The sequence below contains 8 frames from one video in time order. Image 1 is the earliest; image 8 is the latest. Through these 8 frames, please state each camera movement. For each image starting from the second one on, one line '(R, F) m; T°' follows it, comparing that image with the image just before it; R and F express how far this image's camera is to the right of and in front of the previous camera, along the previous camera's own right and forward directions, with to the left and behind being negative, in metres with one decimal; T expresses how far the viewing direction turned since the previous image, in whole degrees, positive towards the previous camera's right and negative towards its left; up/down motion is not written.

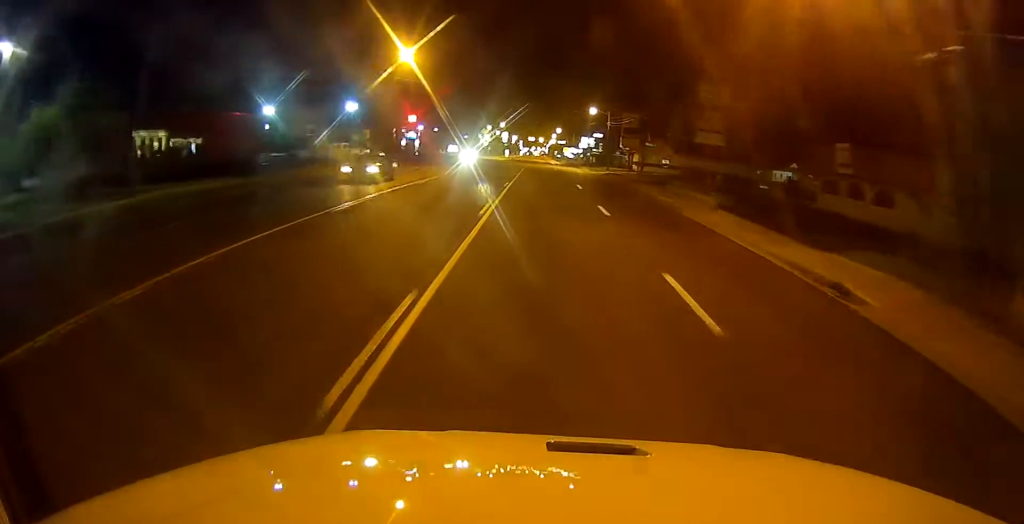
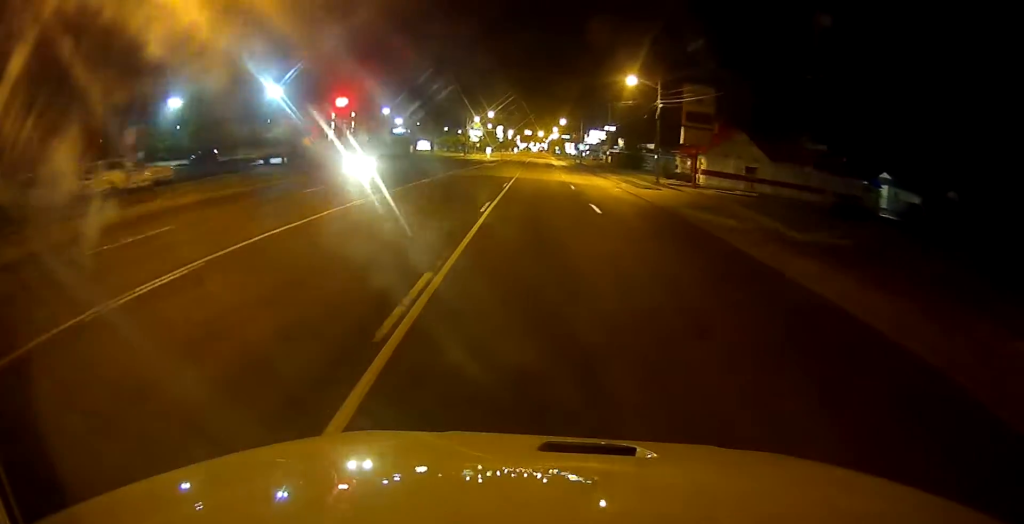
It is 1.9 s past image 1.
(+0.3, +34.9) m; -1°
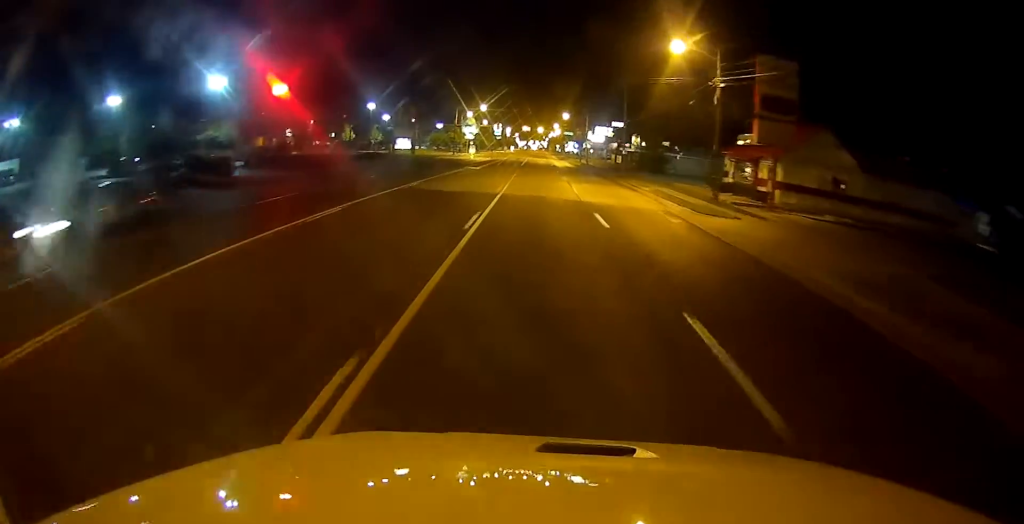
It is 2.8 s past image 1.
(-0.2, +15.9) m; +1°
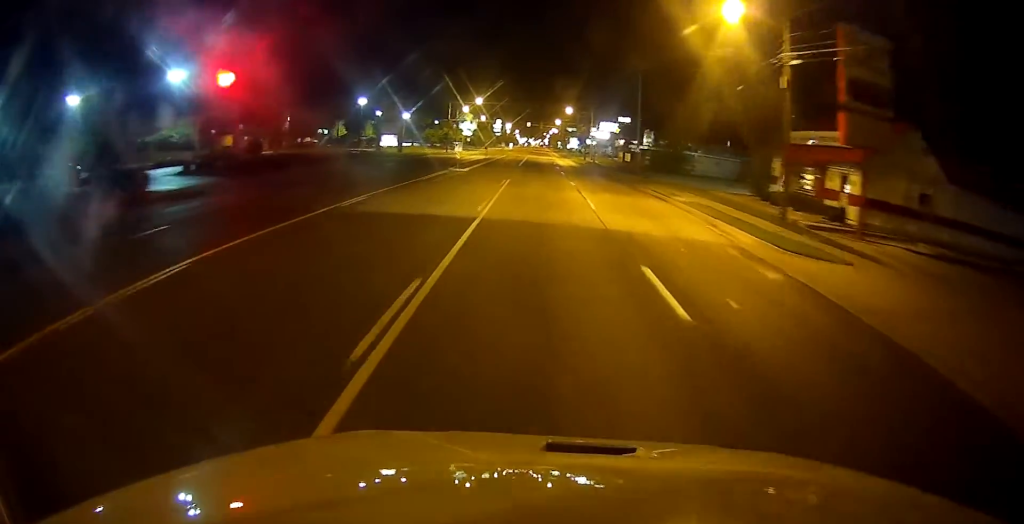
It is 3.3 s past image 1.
(-0.1, +9.2) m; +1°
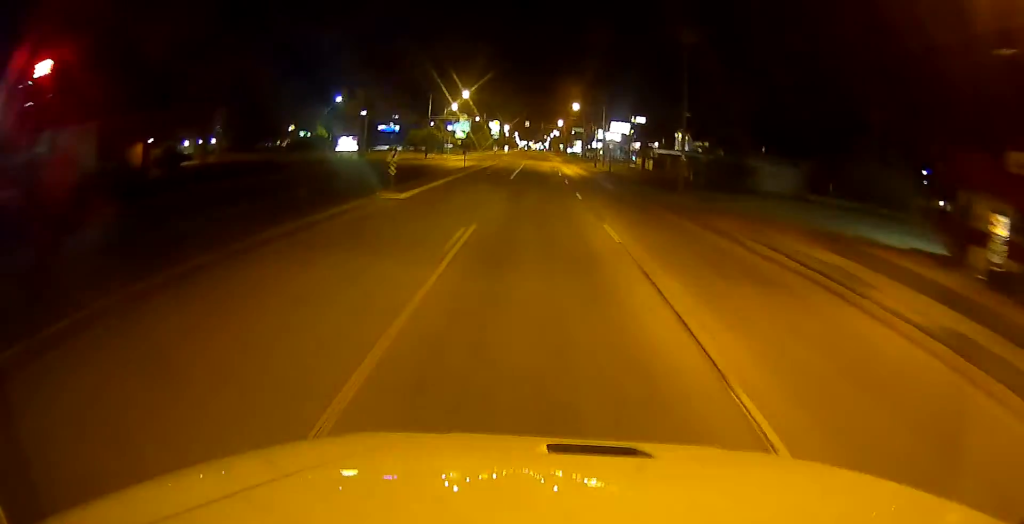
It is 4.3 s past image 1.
(+0.5, +18.4) m; 0°
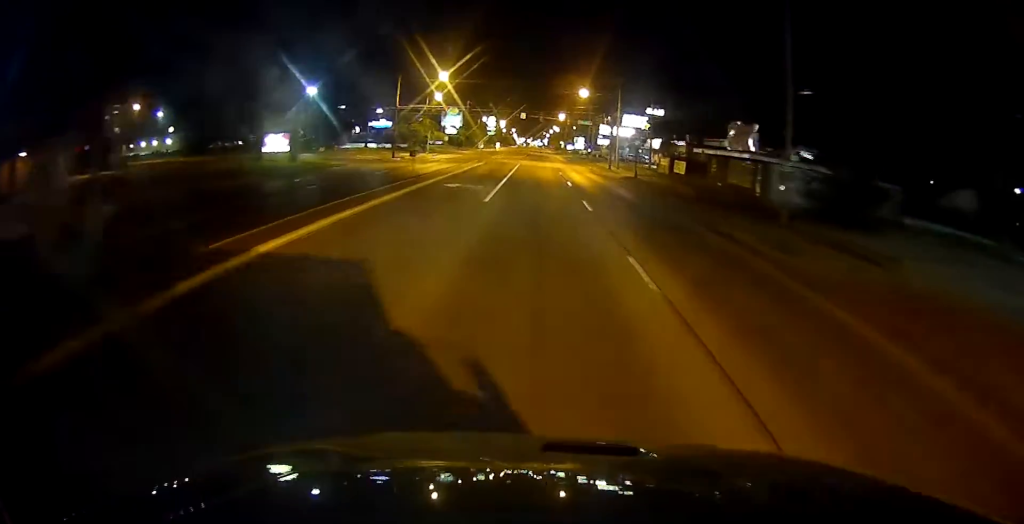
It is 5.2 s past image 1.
(-0.6, +17.8) m; 0°
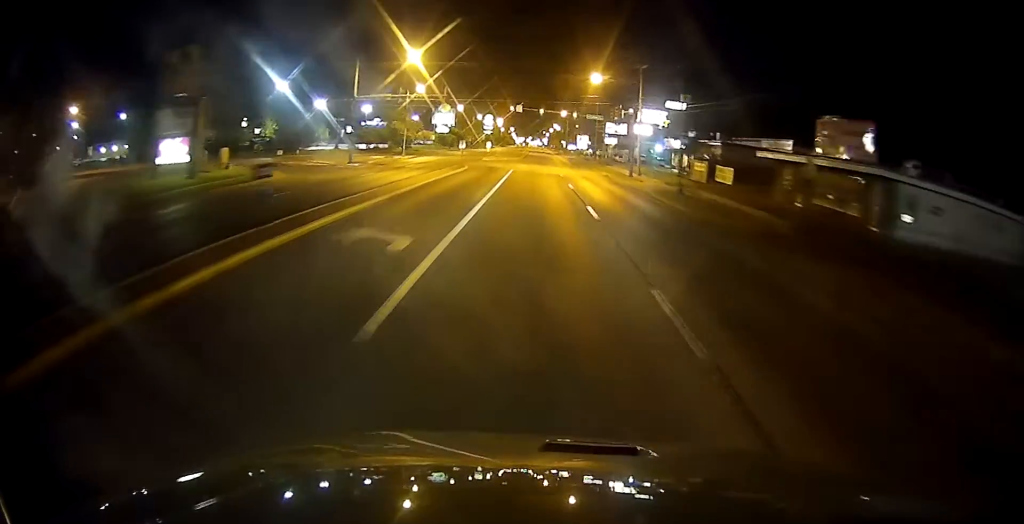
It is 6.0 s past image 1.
(+0.6, +14.7) m; 0°
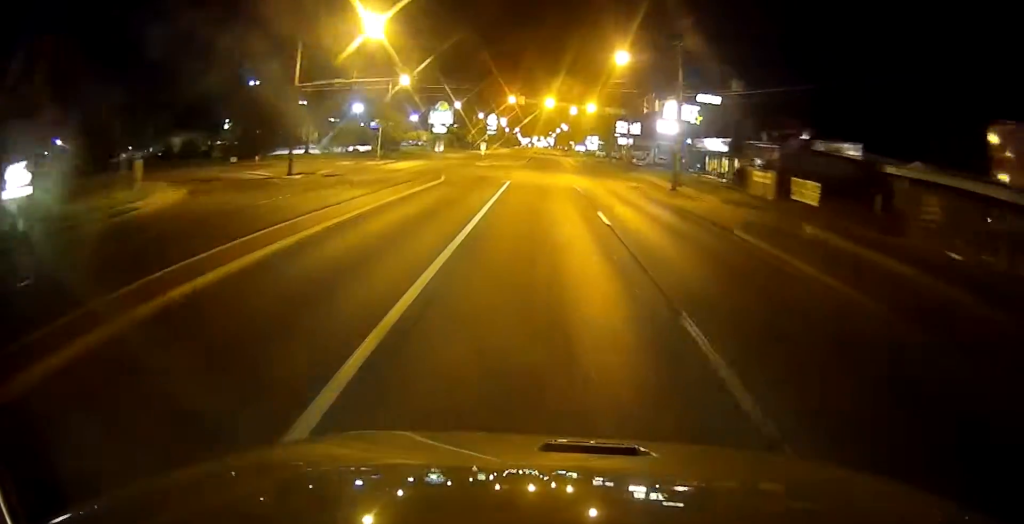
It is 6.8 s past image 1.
(-0.4, +13.5) m; -1°
